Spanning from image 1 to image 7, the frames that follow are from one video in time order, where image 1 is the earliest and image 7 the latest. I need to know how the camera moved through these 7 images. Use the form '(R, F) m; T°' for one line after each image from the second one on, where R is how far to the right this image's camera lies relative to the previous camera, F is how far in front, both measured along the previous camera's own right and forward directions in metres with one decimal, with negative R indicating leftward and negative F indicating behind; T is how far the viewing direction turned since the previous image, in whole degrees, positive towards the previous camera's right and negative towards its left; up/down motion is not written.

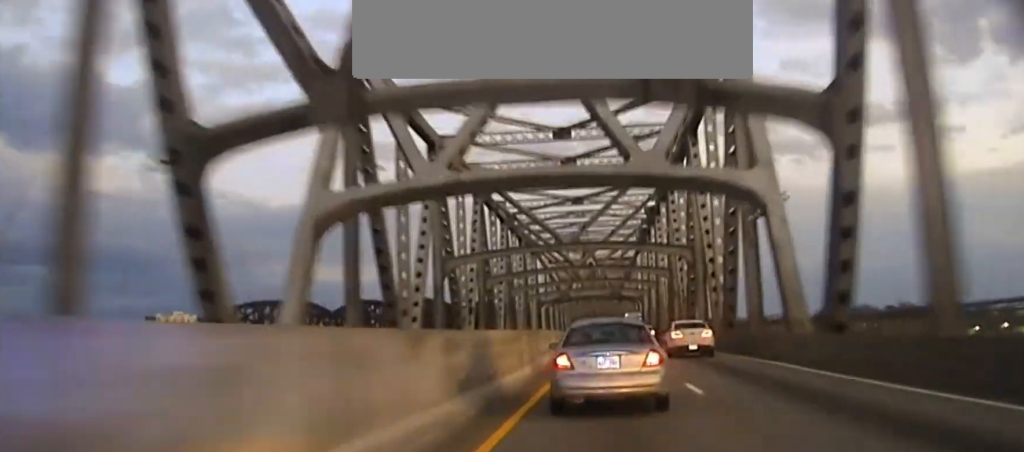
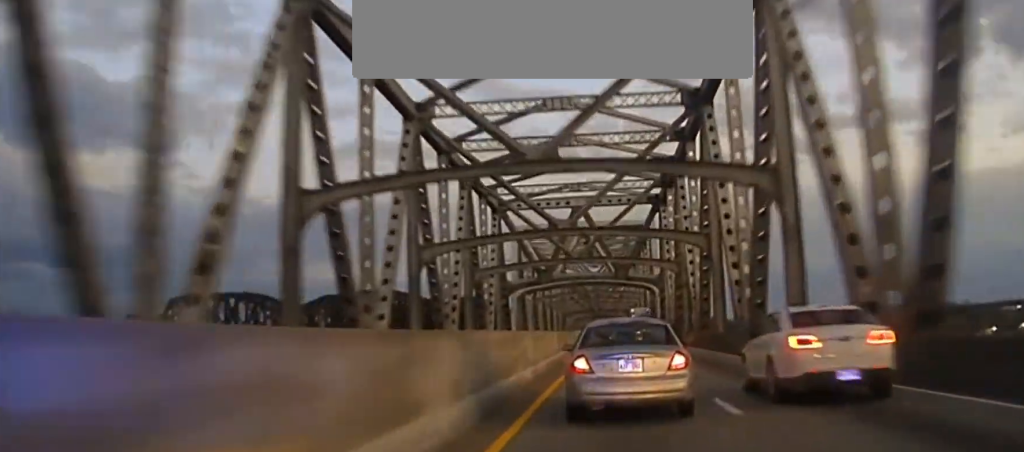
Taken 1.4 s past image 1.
(+0.2, +53.4) m; 0°
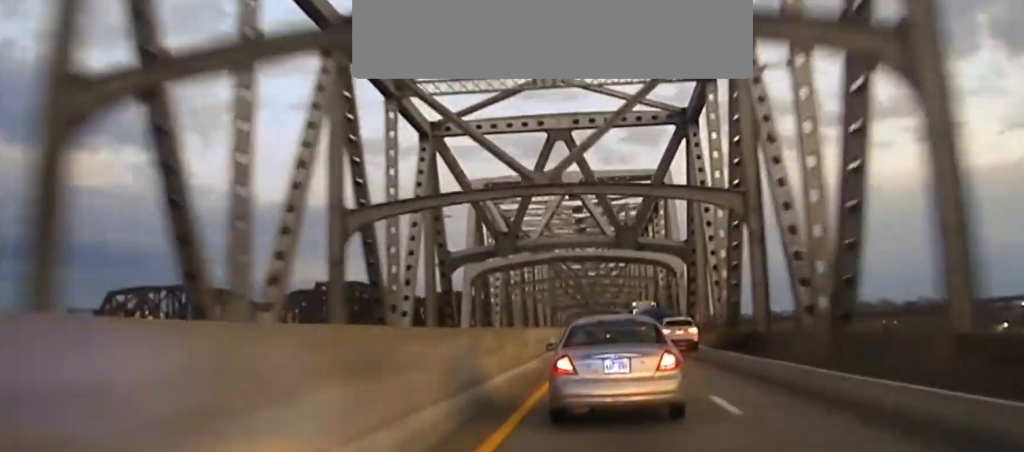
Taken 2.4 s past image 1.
(0.0, +37.5) m; 0°
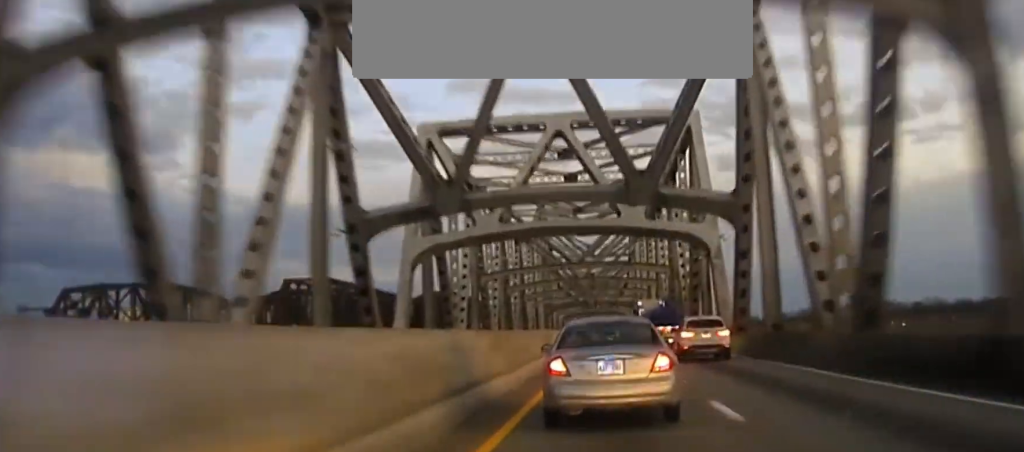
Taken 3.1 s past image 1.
(+0.1, +25.3) m; 0°
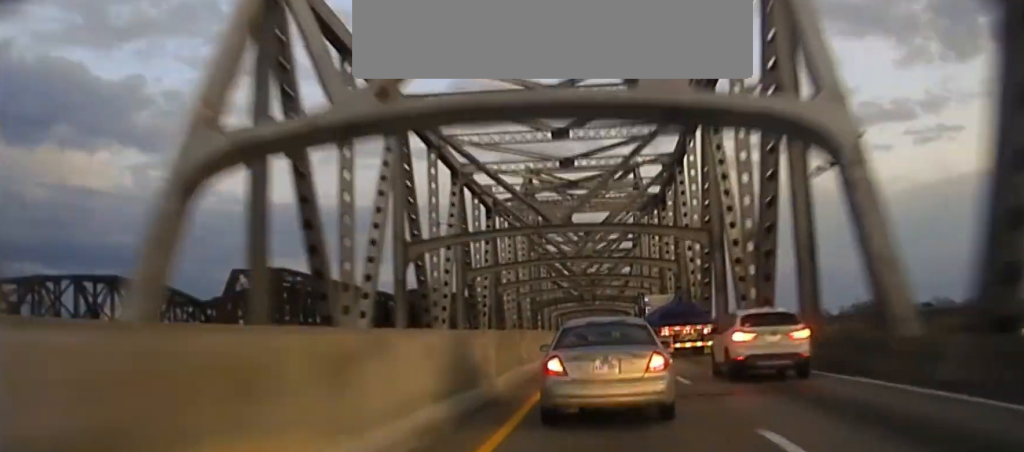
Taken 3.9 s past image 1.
(-0.2, +31.9) m; 0°
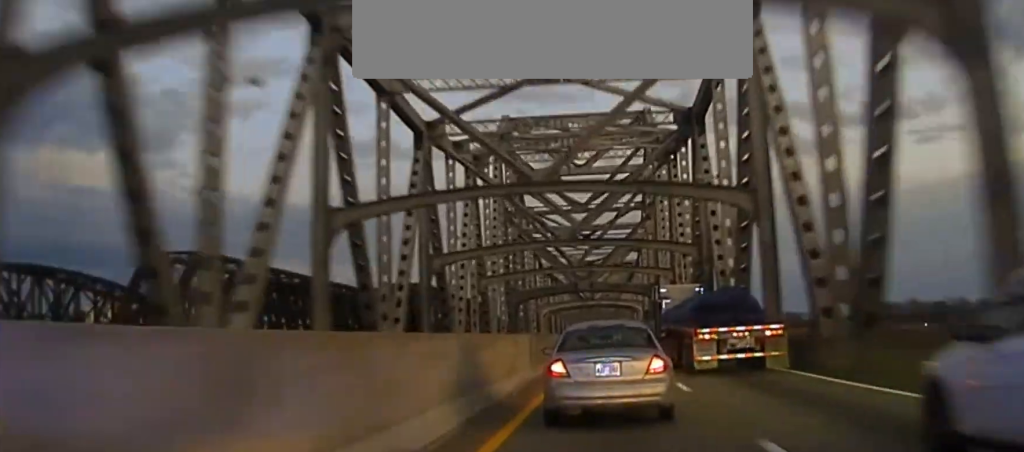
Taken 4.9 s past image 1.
(+0.1, +37.6) m; 0°
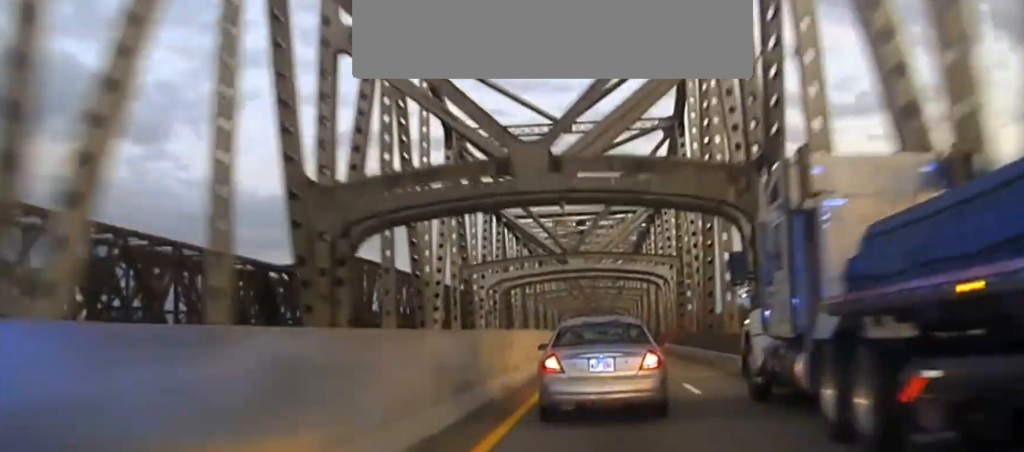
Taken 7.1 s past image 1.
(-0.1, +83.1) m; 0°
